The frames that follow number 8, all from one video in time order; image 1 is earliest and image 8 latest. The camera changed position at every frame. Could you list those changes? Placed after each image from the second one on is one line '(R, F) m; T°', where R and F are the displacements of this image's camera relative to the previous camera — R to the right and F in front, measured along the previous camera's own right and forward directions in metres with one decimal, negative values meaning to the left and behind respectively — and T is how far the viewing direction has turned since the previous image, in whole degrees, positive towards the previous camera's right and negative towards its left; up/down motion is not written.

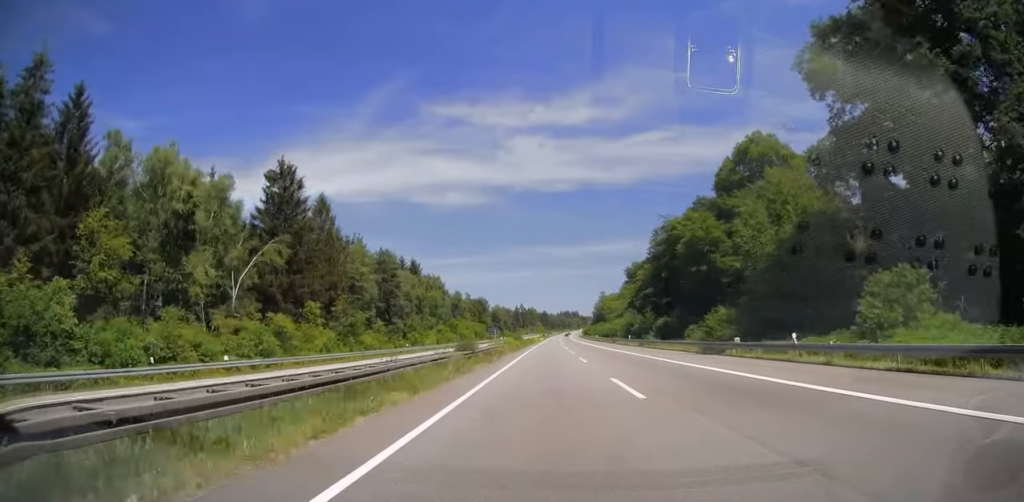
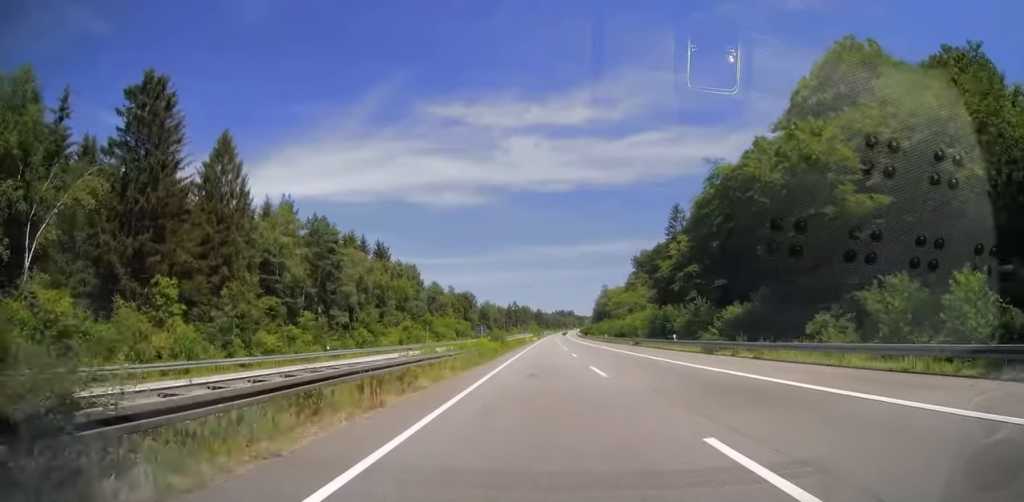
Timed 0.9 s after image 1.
(0.0, +29.1) m; 0°
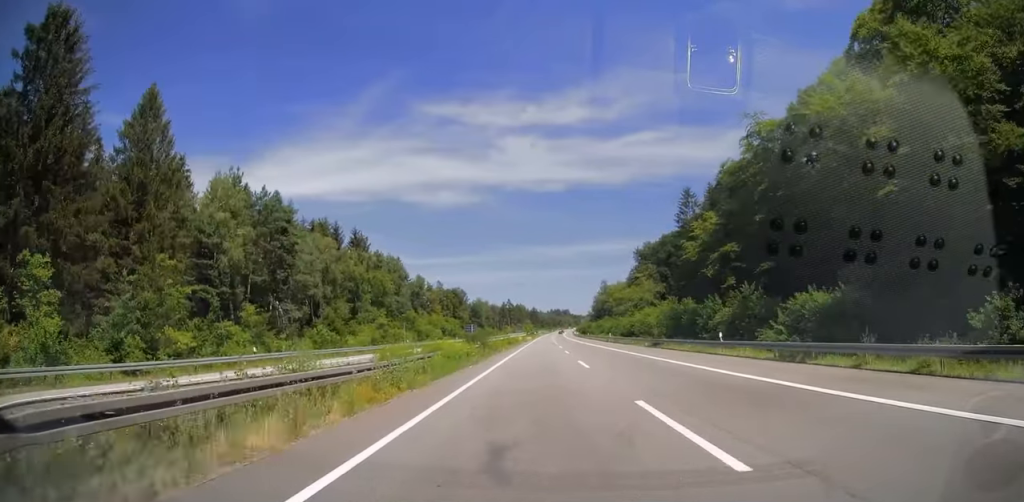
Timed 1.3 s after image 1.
(0.0, +13.8) m; 0°
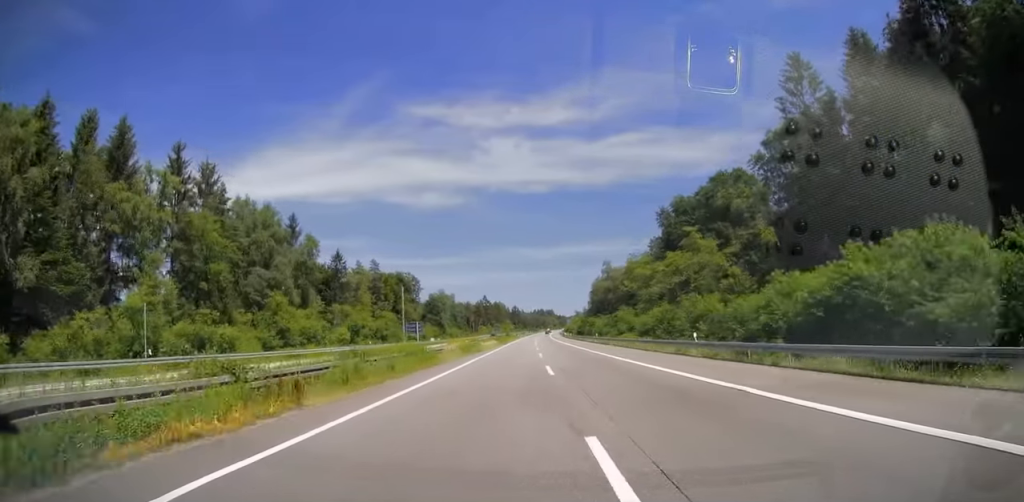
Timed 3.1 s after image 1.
(+0.5, +58.2) m; +1°
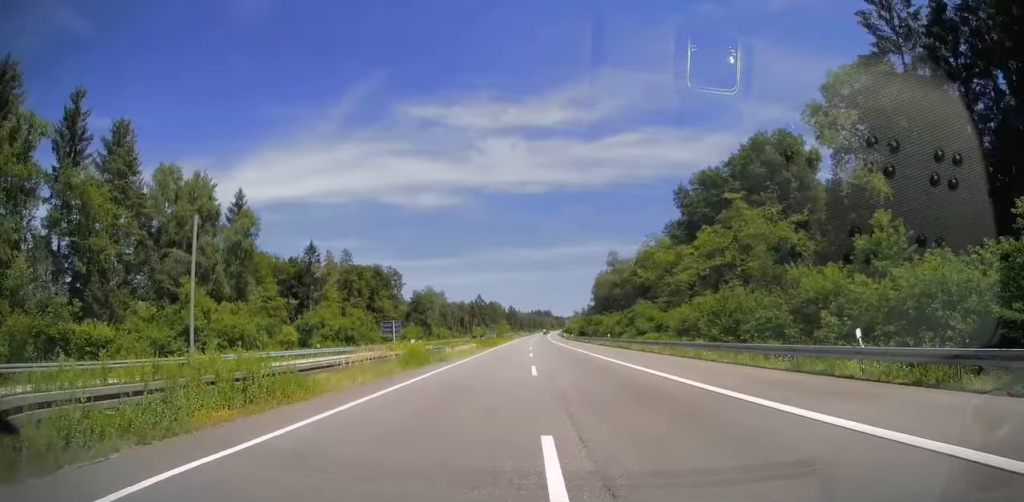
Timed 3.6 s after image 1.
(0.0, +18.1) m; +1°
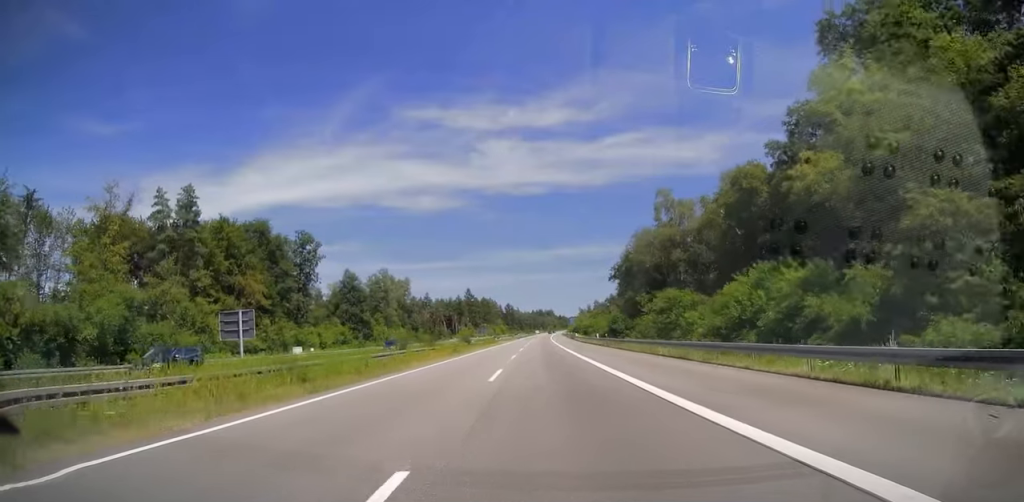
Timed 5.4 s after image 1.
(+0.5, +56.5) m; 0°
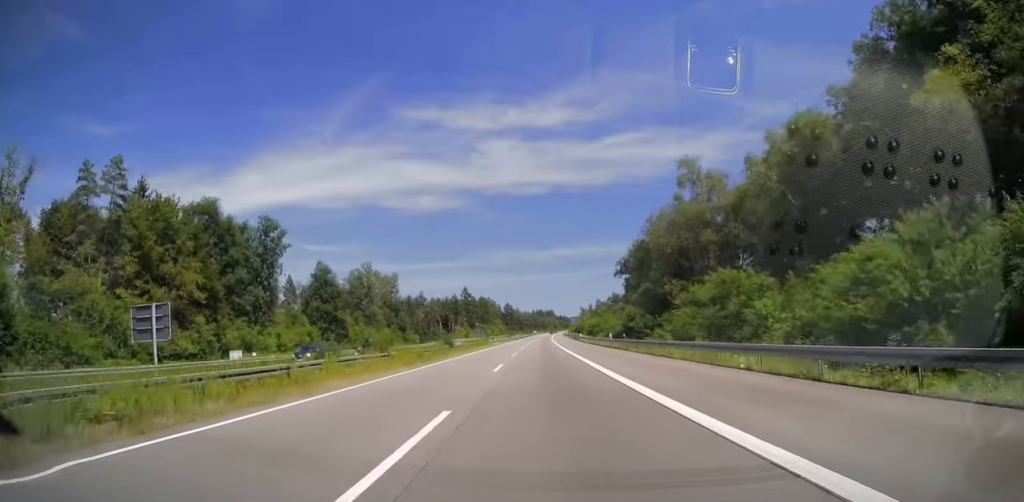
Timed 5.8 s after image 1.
(0.0, +13.3) m; 0°
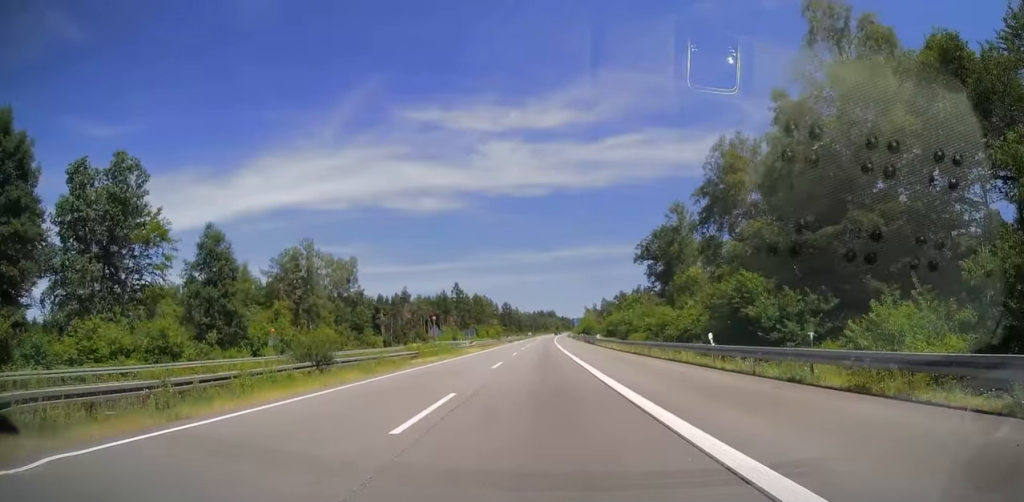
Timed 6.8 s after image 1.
(0.0, +32.7) m; 0°
